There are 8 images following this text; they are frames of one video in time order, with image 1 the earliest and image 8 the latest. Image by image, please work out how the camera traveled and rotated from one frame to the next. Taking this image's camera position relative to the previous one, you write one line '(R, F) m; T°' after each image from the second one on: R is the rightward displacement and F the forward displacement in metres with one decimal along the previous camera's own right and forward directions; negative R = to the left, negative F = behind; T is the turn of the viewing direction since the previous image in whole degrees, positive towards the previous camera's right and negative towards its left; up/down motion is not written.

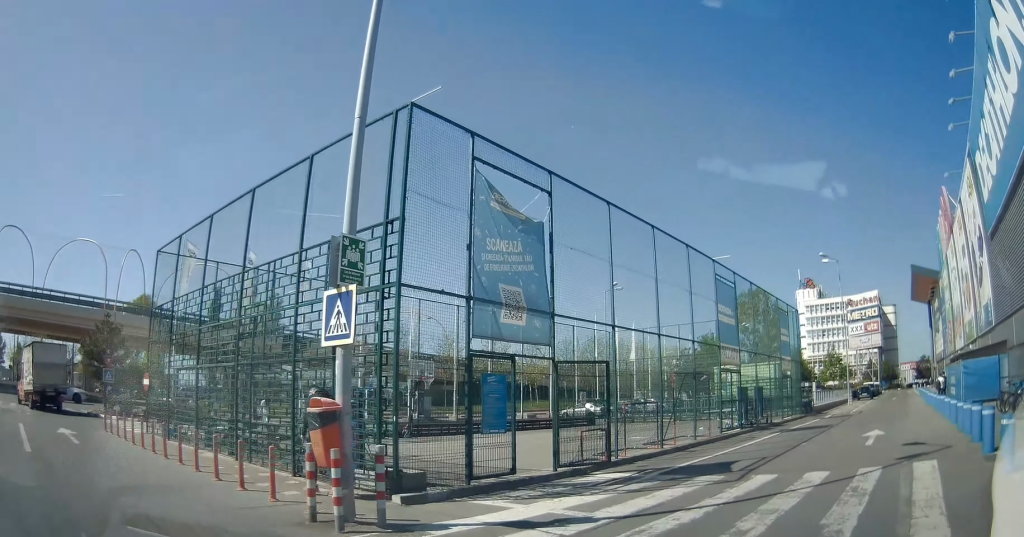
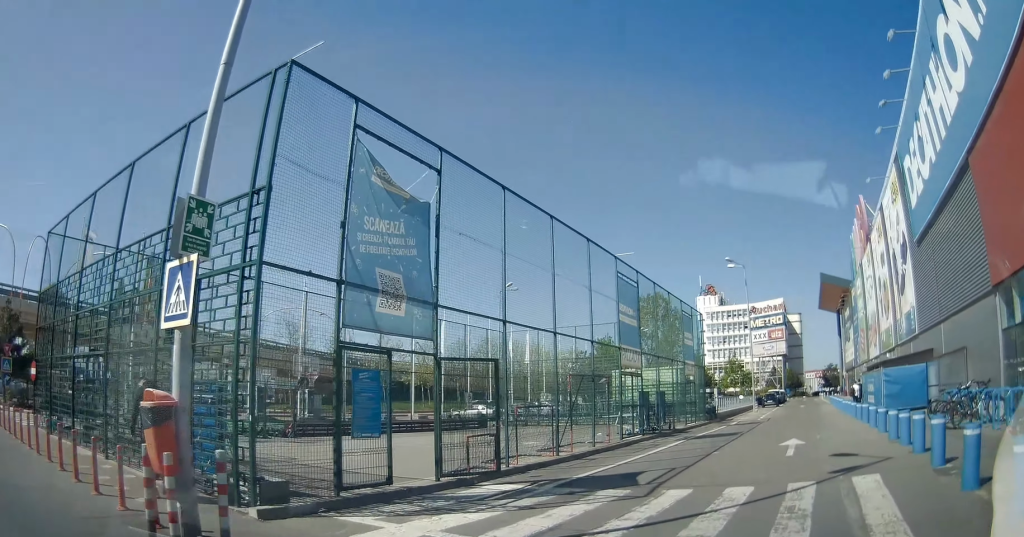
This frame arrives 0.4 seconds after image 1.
(+0.1, +1.4) m; +10°
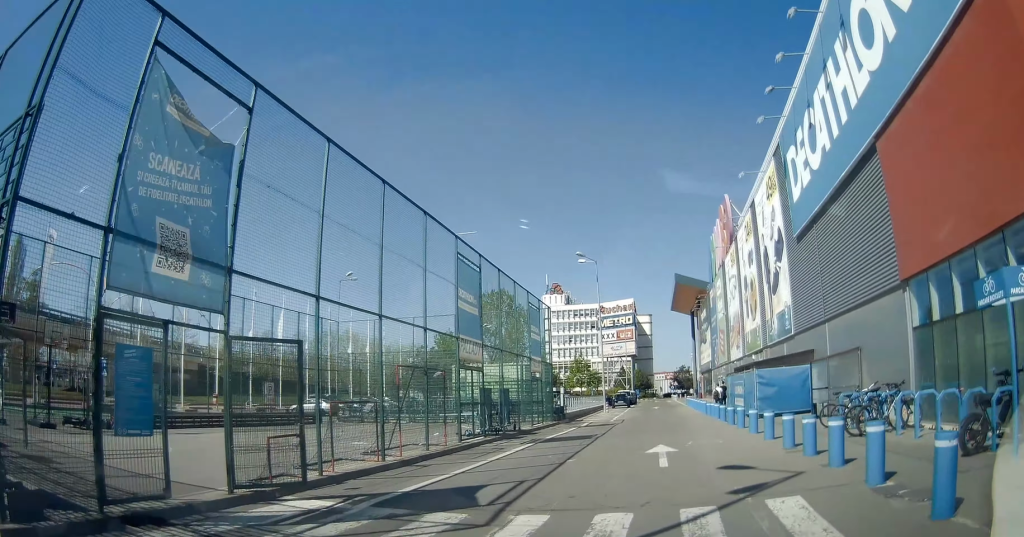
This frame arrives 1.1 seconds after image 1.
(+0.4, +2.3) m; +15°
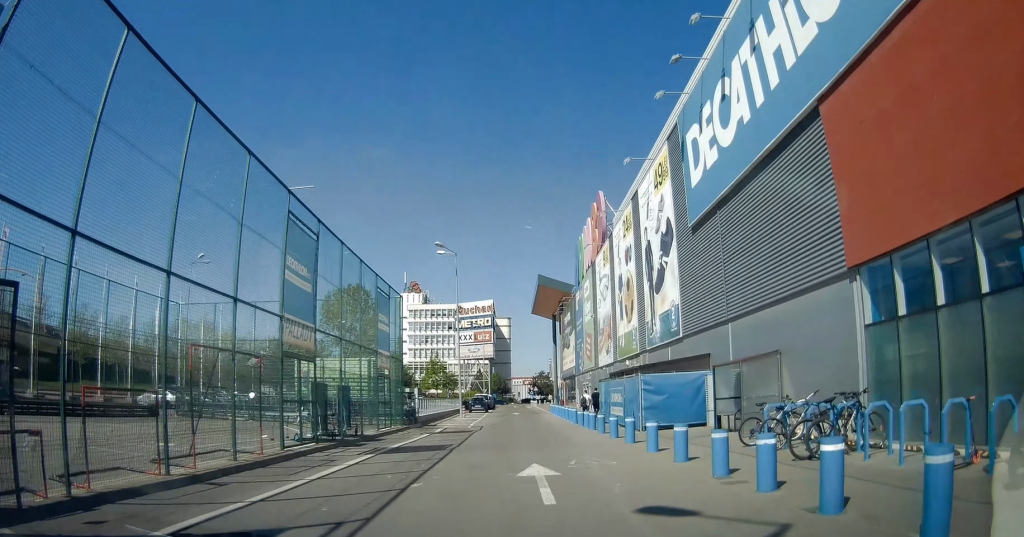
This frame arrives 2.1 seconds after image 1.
(+0.6, +3.4) m; +18°
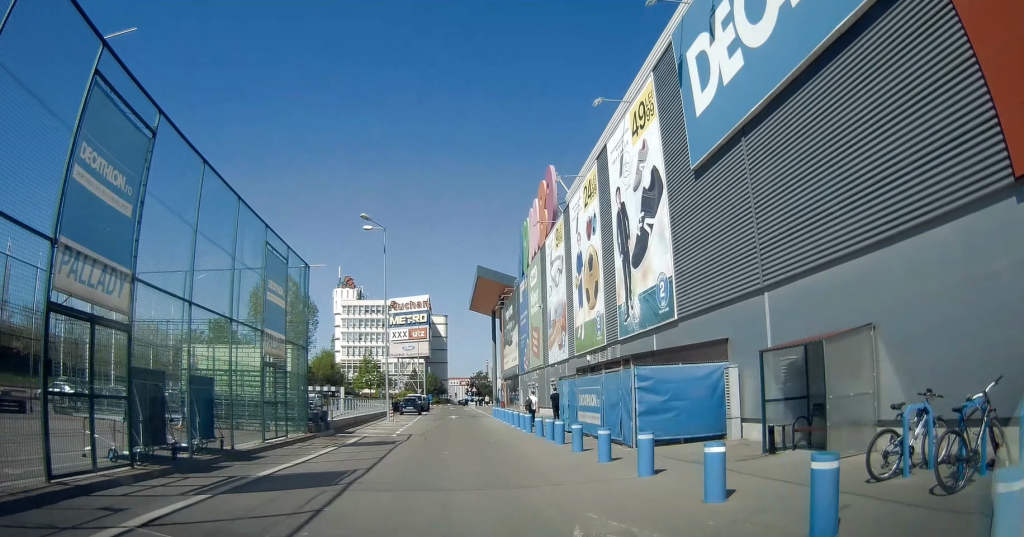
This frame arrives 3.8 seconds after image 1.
(+1.0, +5.8) m; +11°
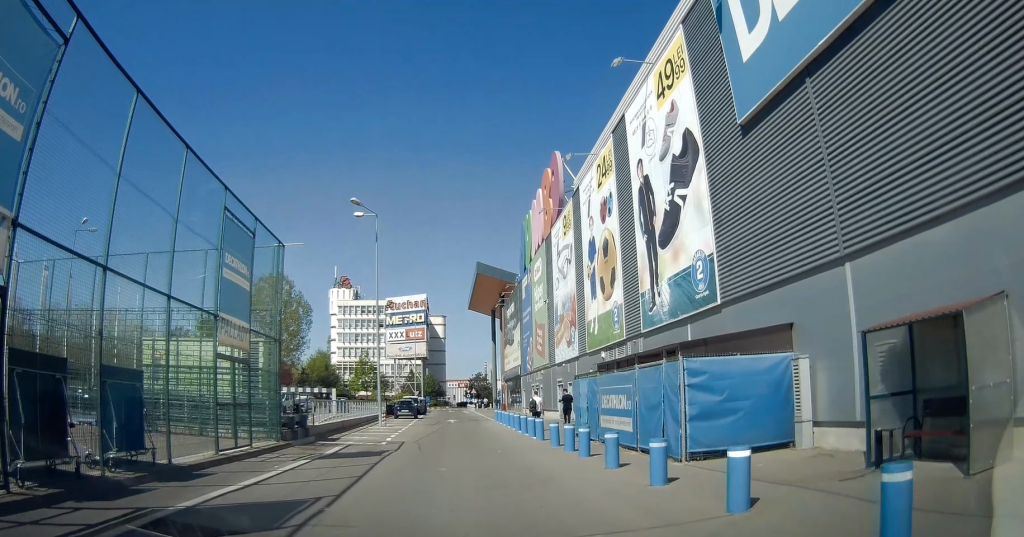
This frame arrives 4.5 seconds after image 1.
(0.0, +3.0) m; -6°
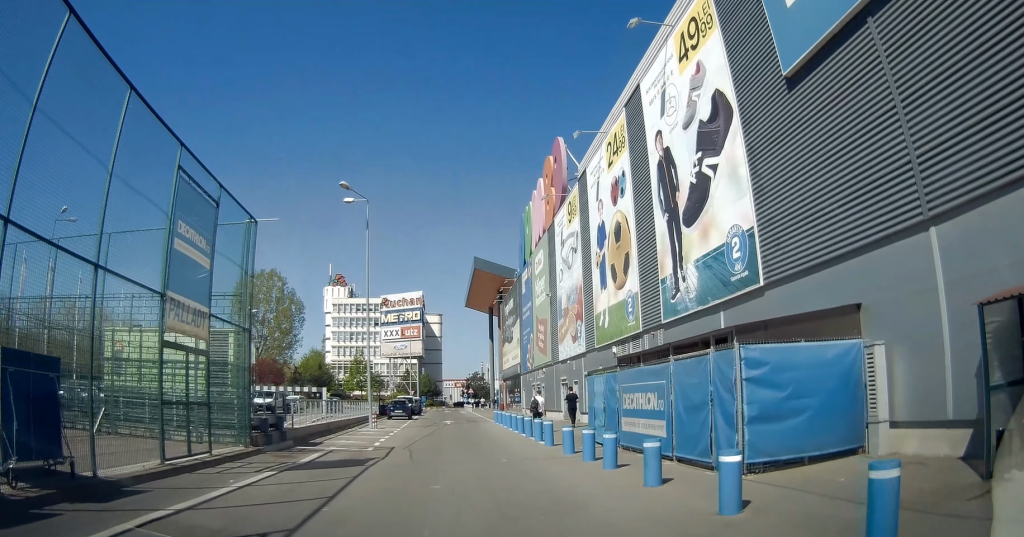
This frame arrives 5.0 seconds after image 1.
(-0.2, +2.3) m; -1°
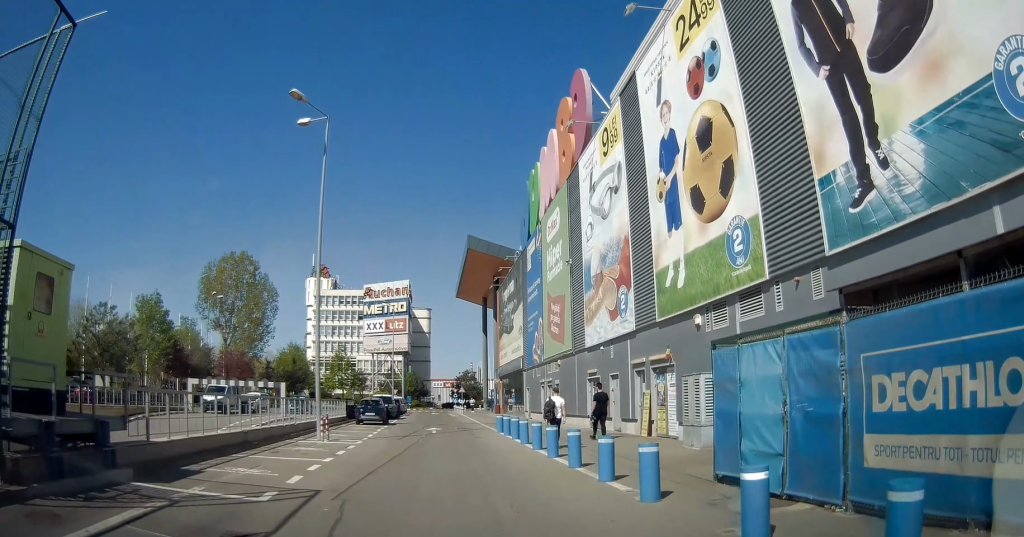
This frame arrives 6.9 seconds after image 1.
(+0.2, +8.9) m; +4°
